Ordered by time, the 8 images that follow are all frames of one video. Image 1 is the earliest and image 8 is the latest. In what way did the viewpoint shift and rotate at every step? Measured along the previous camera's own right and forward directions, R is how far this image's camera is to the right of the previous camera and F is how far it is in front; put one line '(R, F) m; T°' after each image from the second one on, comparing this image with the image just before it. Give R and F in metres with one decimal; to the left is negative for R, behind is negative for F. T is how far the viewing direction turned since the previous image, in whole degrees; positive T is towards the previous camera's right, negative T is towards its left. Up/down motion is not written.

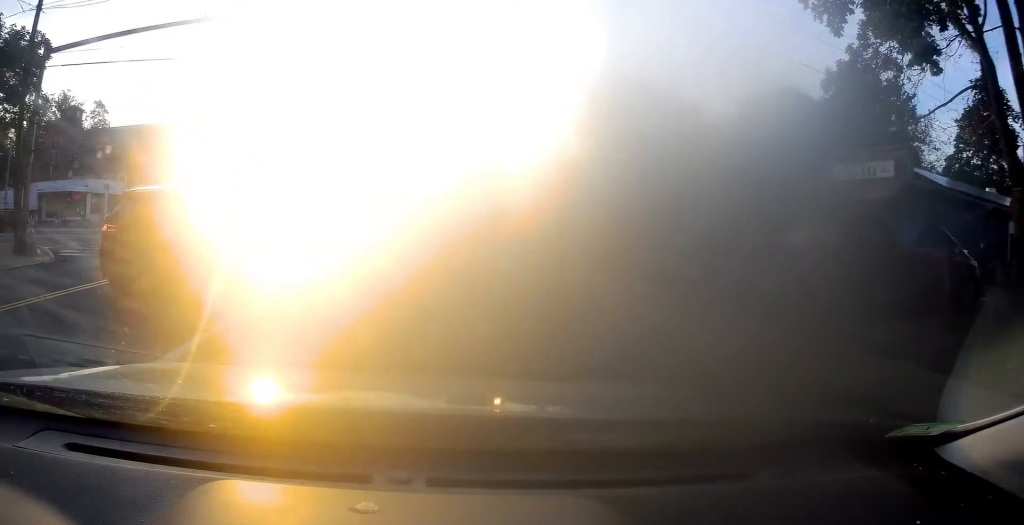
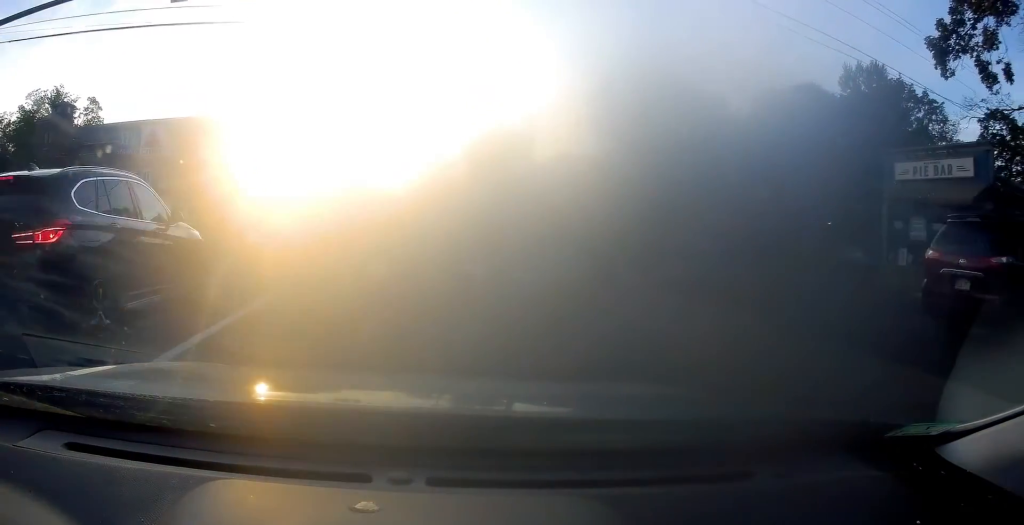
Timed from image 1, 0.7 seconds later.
(+0.1, +2.9) m; 0°
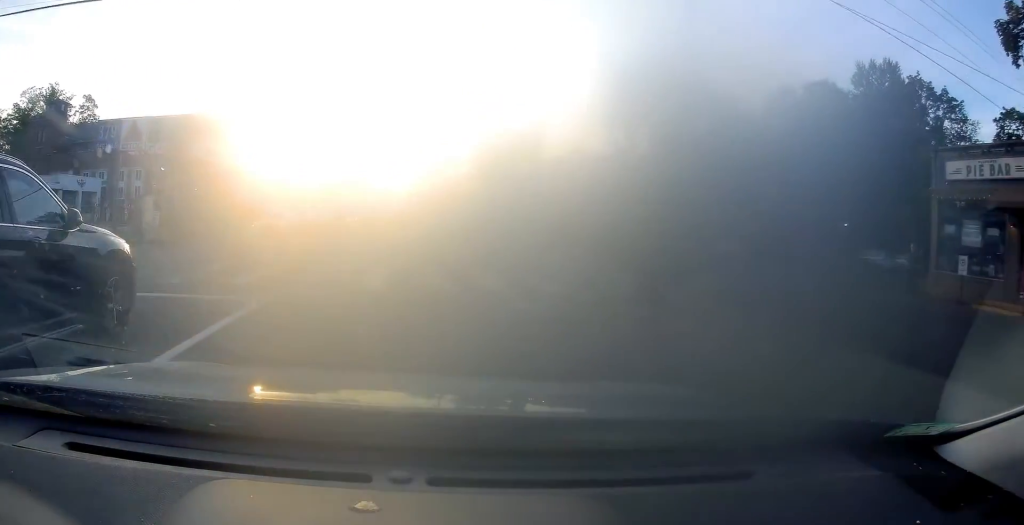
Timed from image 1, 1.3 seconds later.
(0.0, +1.9) m; -3°
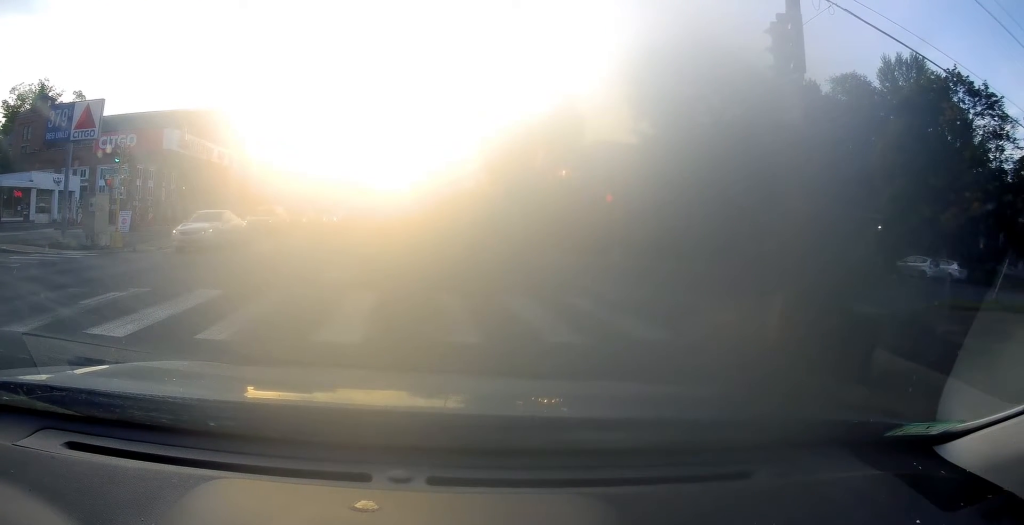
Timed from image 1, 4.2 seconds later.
(+0.7, +1.9) m; -1°
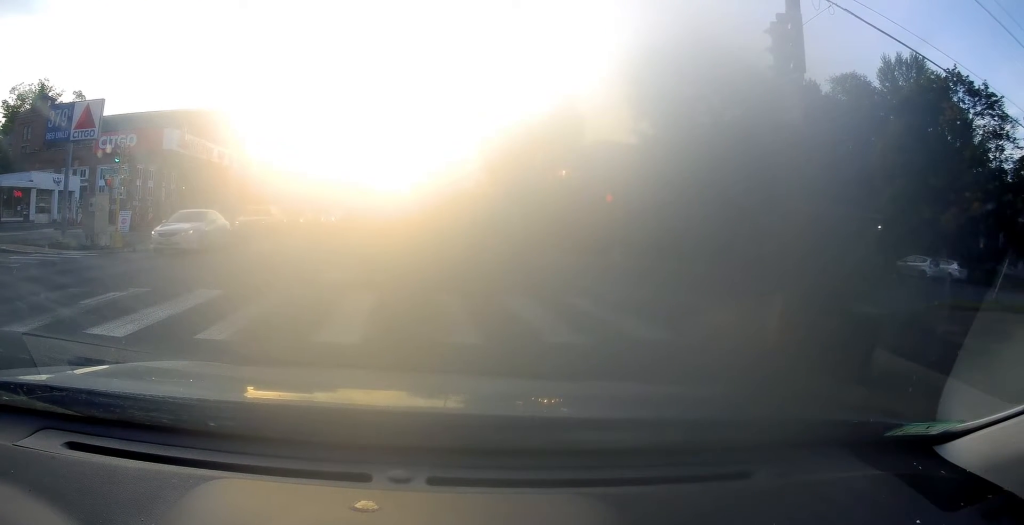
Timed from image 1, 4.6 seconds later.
(0.0, 0.0) m; 0°
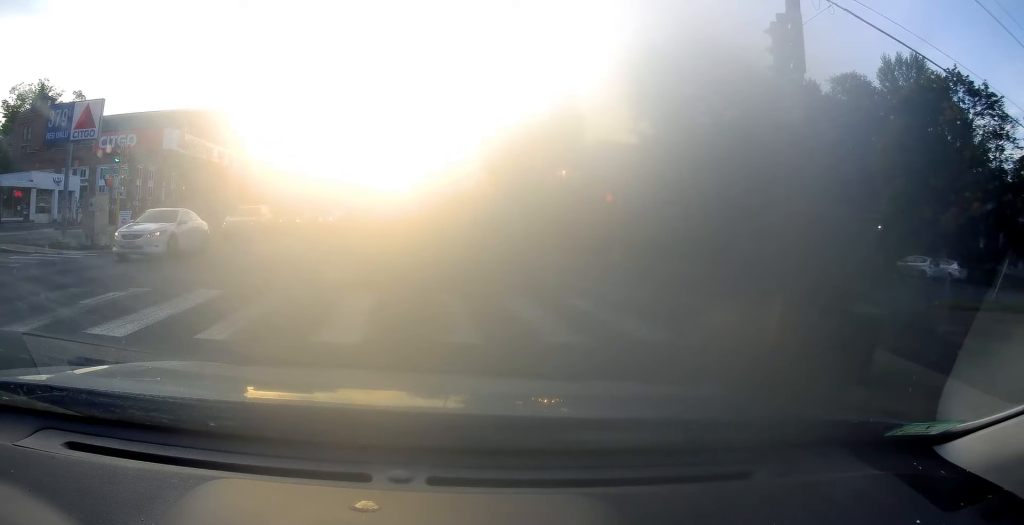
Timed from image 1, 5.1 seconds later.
(0.0, 0.0) m; 0°
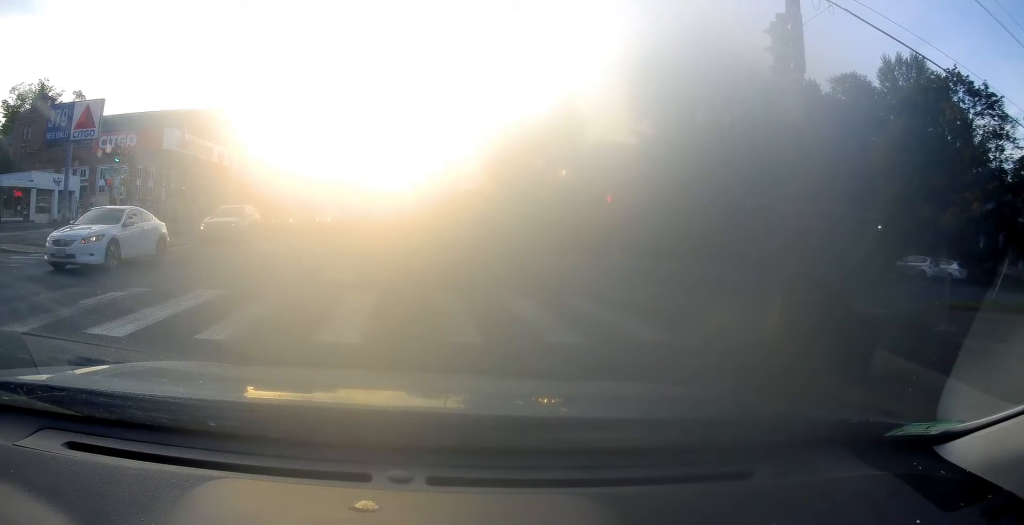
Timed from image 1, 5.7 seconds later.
(0.0, 0.0) m; 0°
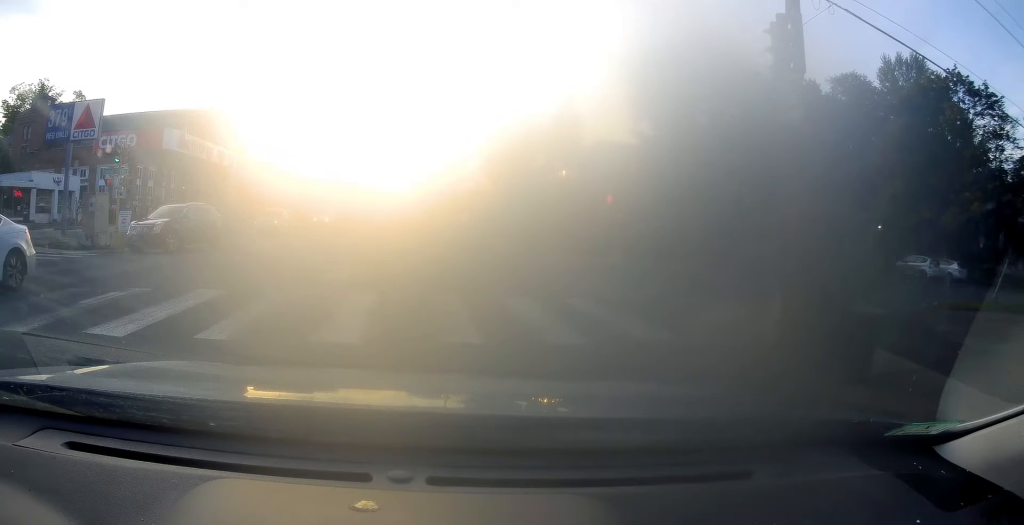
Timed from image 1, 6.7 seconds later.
(0.0, 0.0) m; 0°
